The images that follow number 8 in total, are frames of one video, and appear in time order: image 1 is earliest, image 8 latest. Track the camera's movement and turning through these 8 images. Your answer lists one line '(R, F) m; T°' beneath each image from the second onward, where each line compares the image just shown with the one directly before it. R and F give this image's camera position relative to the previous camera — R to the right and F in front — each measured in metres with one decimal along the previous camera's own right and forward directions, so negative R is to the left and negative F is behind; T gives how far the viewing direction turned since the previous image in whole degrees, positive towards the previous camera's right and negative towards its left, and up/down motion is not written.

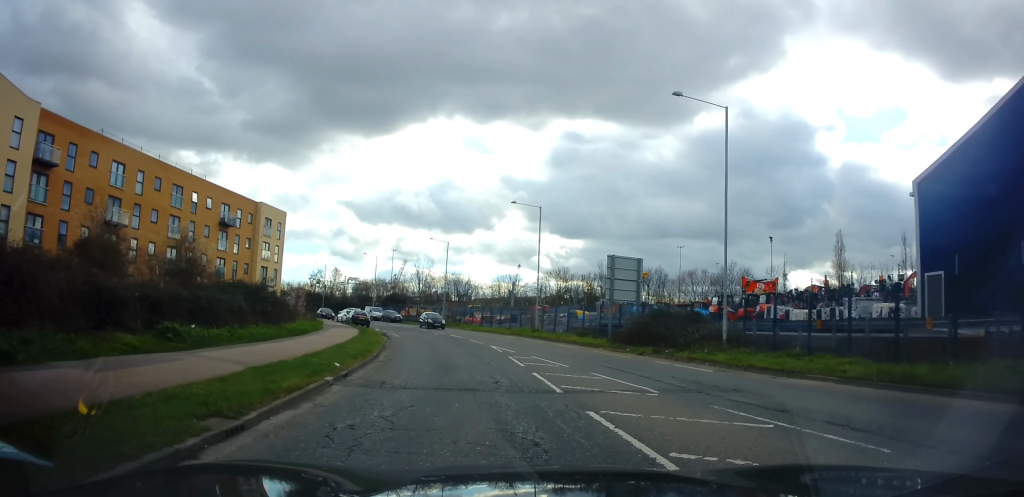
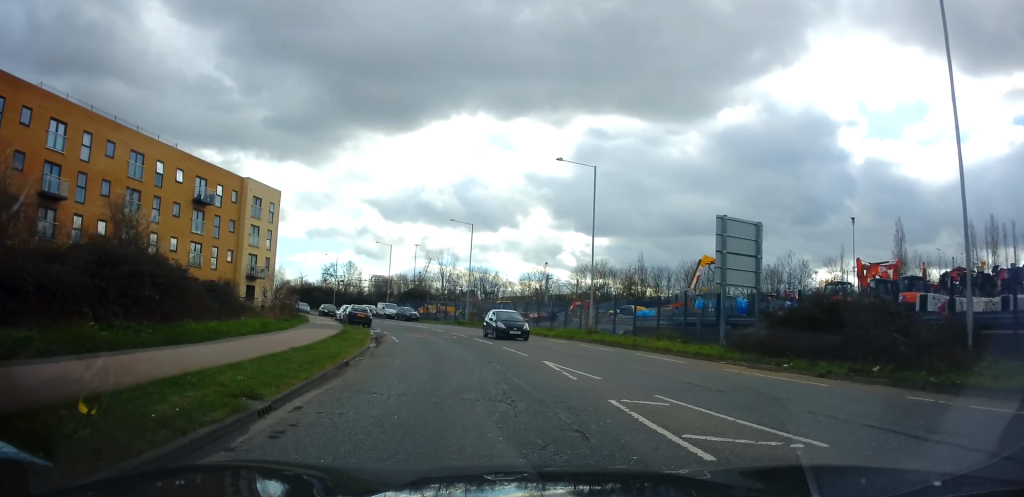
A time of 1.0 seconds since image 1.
(-0.2, +11.5) m; -3°
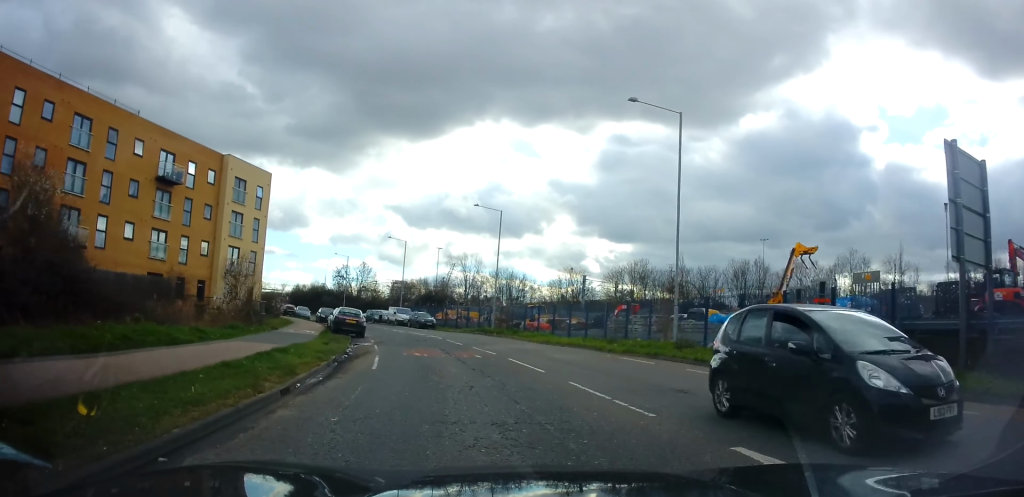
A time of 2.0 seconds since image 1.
(-0.3, +10.6) m; -4°
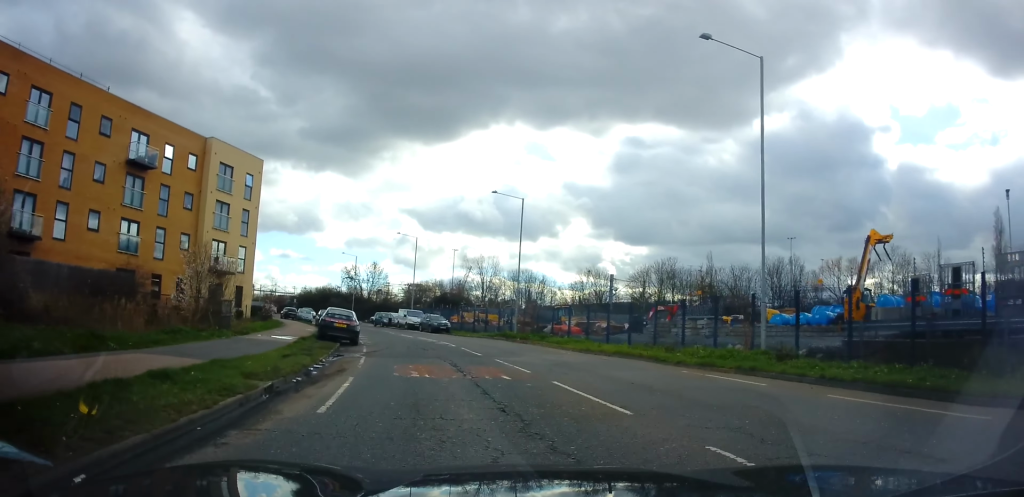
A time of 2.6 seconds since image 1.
(-0.1, +6.1) m; -2°
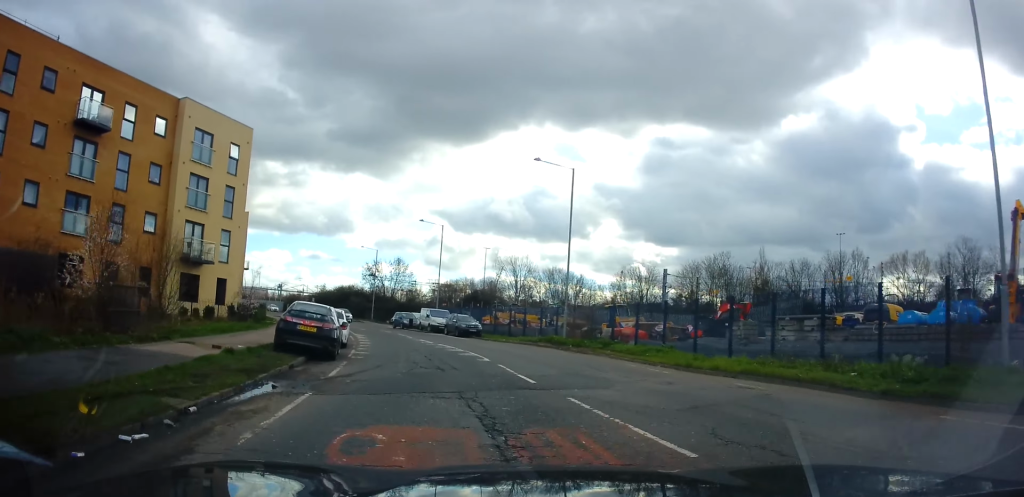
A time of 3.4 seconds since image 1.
(-0.3, +8.7) m; -2°
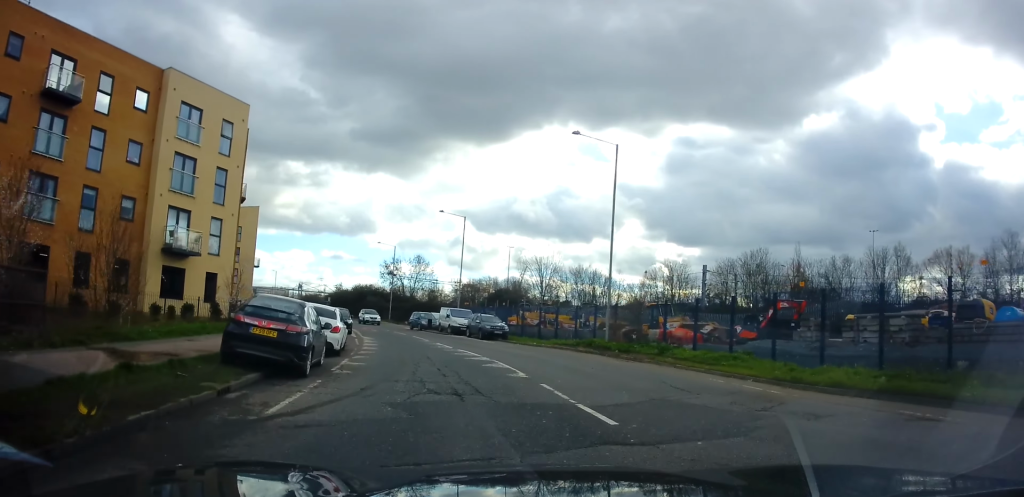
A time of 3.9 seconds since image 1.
(0.0, +4.8) m; -2°
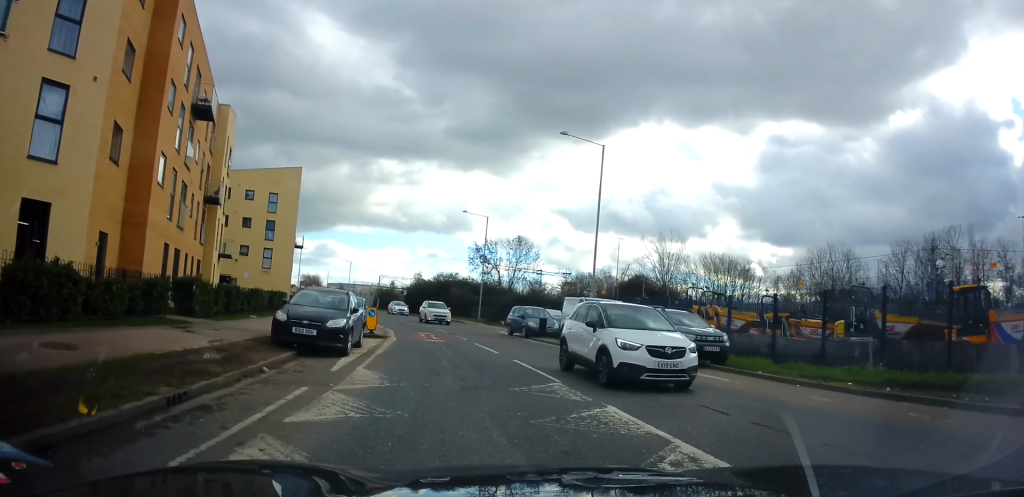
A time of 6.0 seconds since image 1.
(-2.0, +20.7) m; -10°
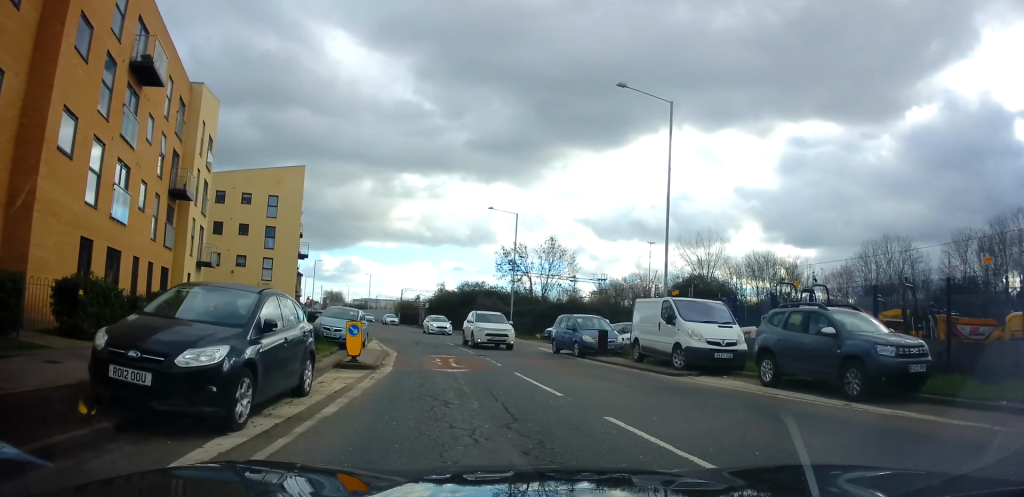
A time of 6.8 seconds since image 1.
(-0.1, +7.1) m; -1°
